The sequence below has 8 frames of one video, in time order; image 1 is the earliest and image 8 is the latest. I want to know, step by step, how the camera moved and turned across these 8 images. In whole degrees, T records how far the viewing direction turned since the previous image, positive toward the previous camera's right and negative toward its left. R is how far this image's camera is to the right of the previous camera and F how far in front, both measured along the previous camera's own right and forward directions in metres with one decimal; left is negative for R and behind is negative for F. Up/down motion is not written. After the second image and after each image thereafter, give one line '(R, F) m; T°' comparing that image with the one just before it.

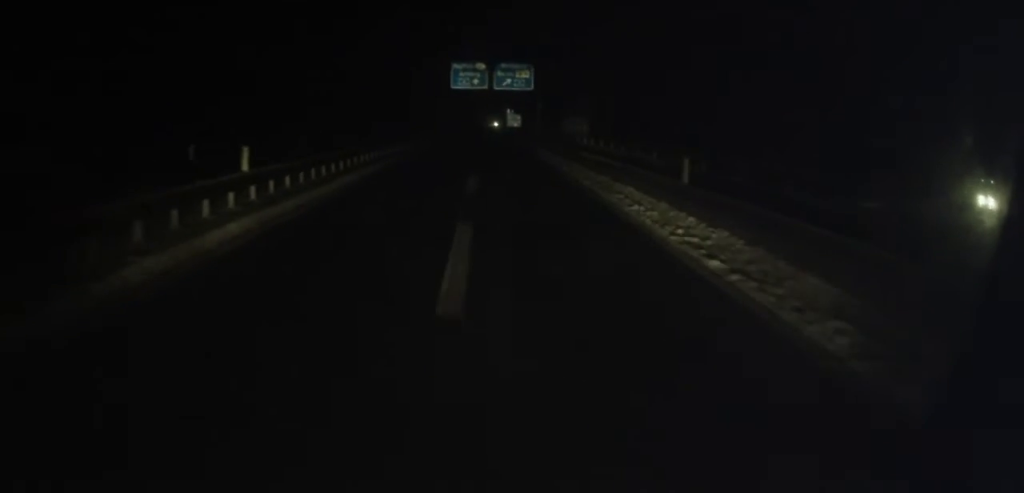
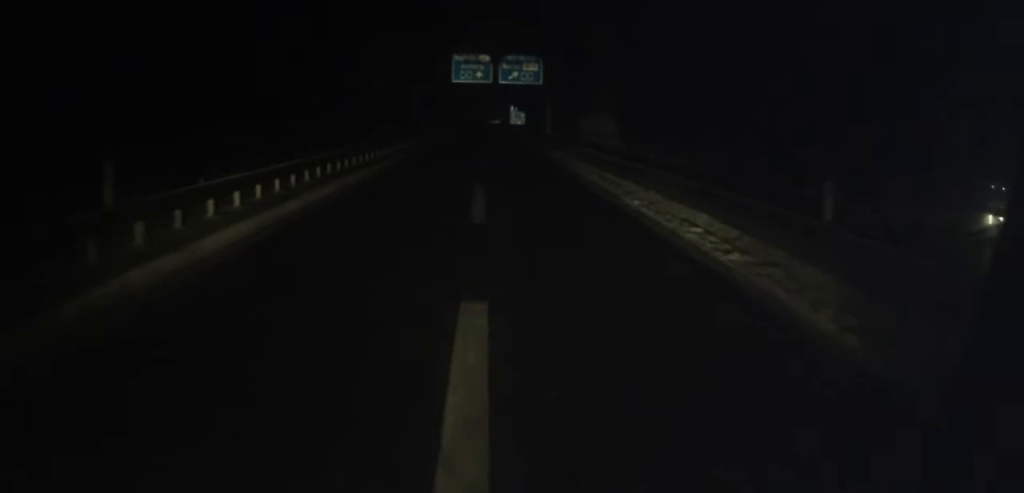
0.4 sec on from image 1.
(0.0, +5.6) m; 0°
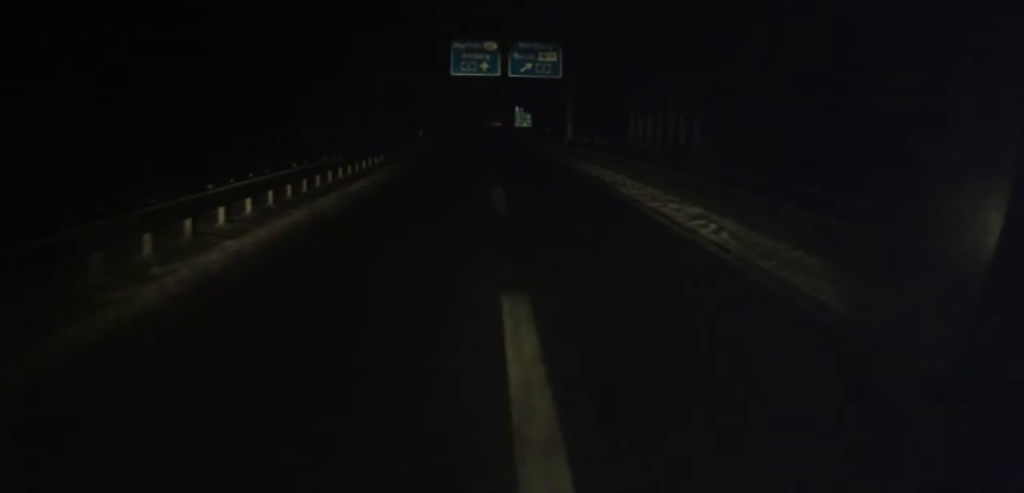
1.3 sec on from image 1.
(0.0, +11.0) m; 0°
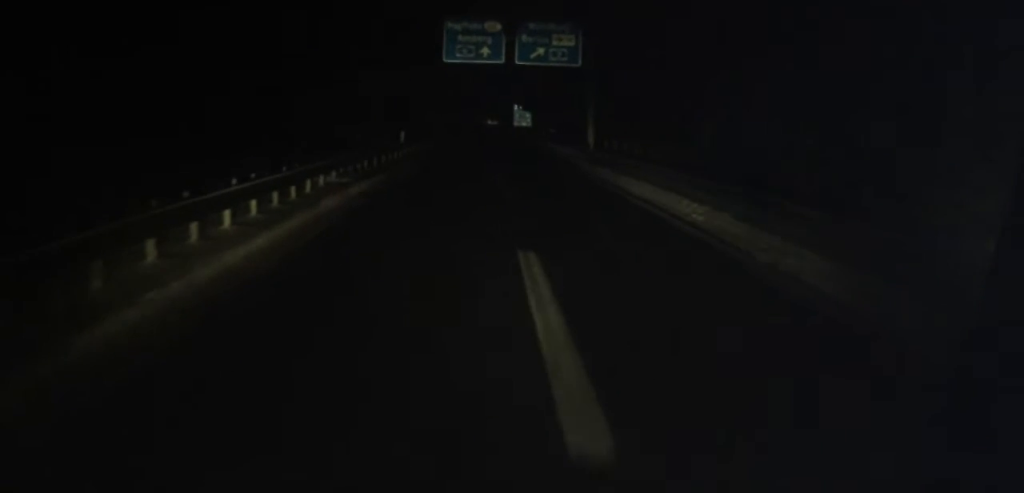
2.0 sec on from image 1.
(0.0, +9.5) m; 0°
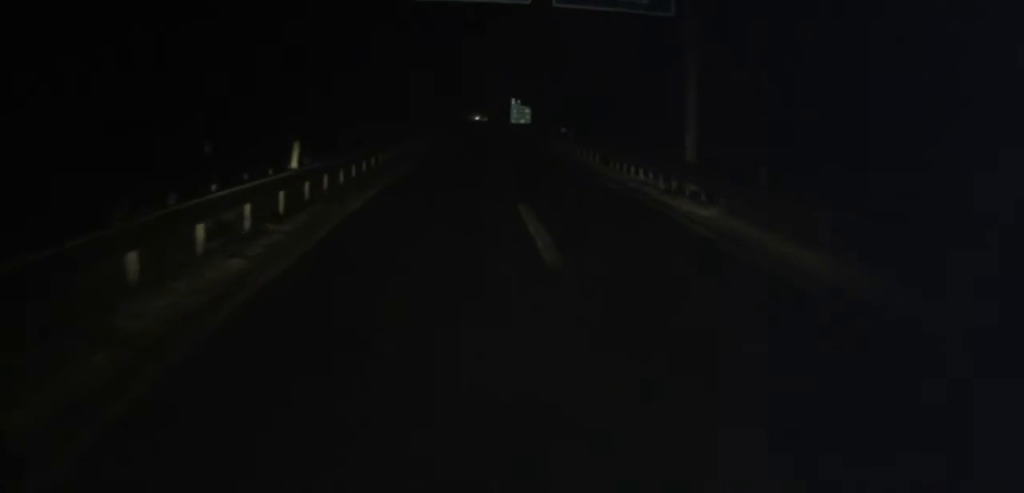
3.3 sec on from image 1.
(0.0, +18.3) m; +1°
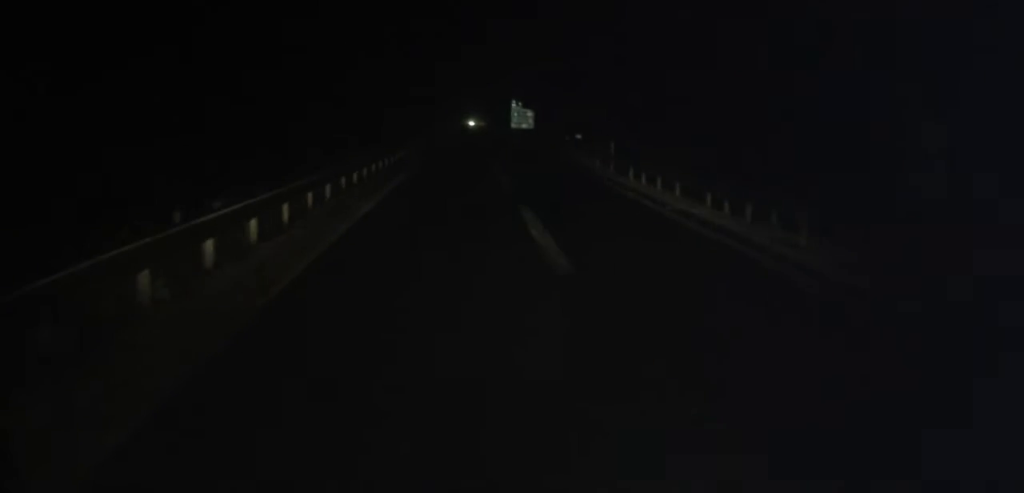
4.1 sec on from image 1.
(+0.1, +11.8) m; +1°
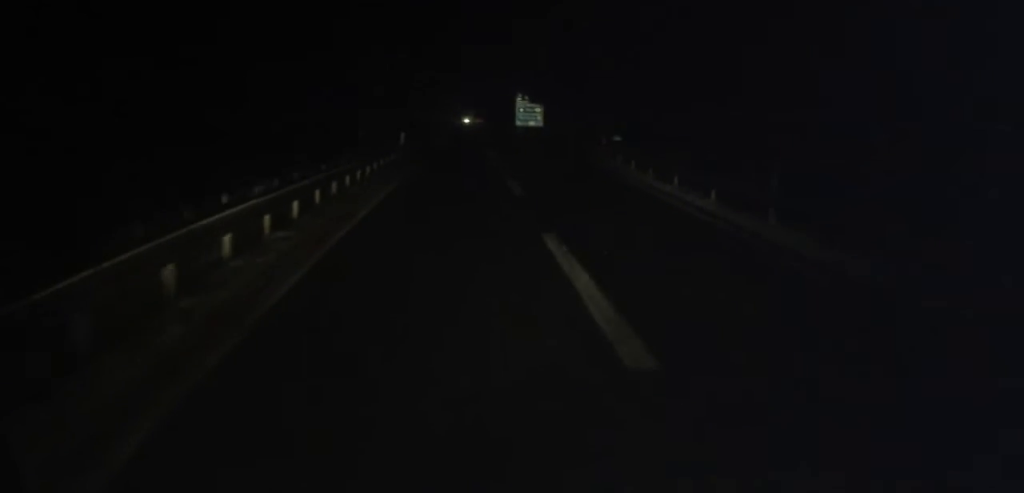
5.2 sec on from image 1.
(+0.2, +15.5) m; 0°
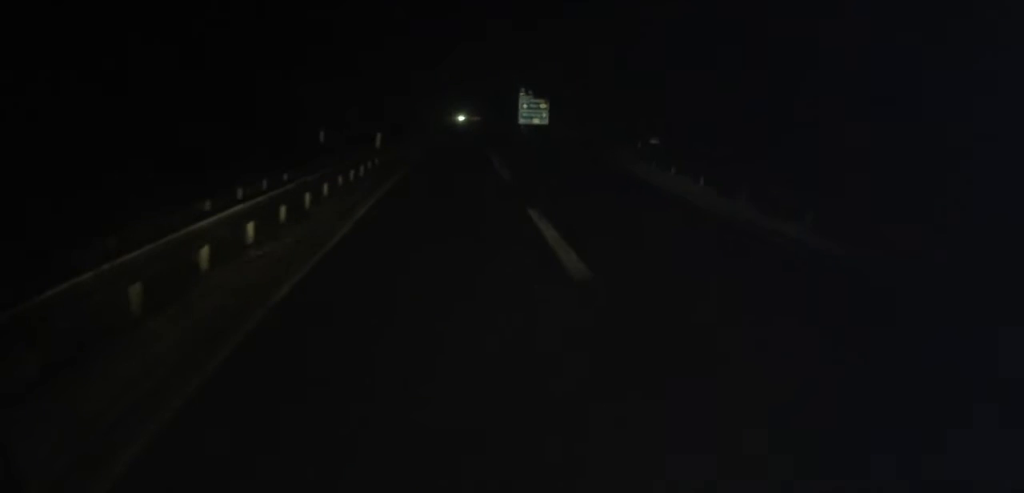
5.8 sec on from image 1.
(-0.1, +8.8) m; 0°
